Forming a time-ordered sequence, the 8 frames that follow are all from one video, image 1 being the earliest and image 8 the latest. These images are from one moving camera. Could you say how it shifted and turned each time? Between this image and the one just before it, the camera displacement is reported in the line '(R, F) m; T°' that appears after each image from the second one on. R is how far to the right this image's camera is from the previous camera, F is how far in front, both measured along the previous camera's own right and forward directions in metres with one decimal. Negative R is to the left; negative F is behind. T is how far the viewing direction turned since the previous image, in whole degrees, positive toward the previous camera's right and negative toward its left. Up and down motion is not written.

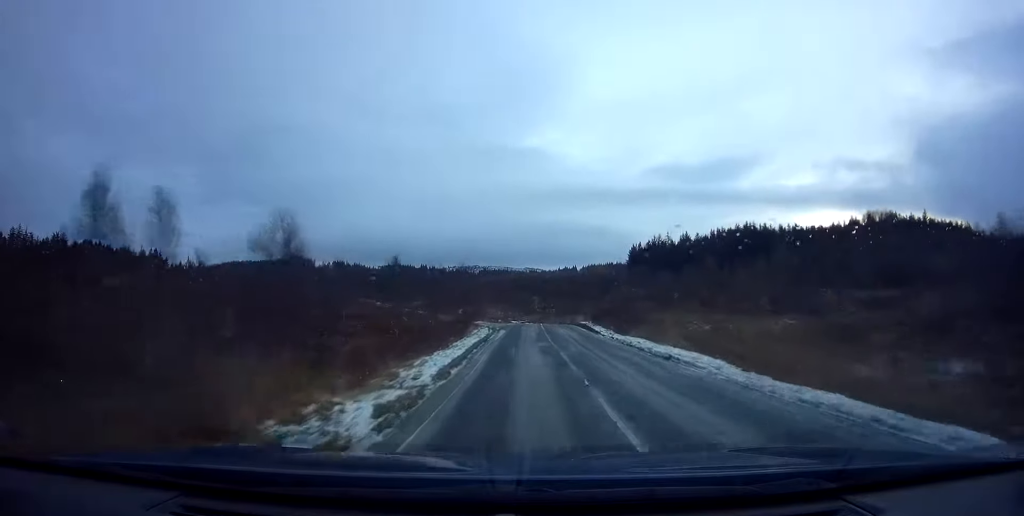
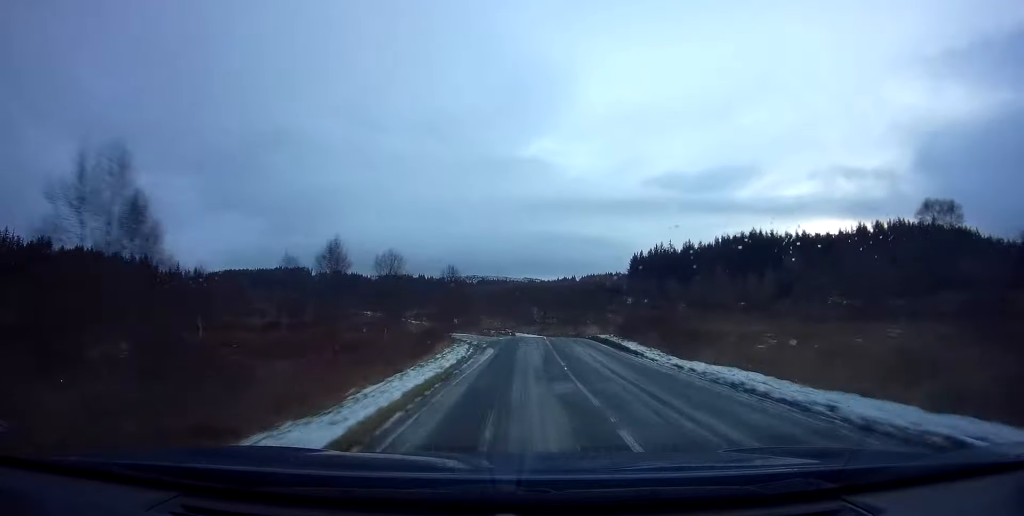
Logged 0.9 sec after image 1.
(+0.1, +10.8) m; 0°
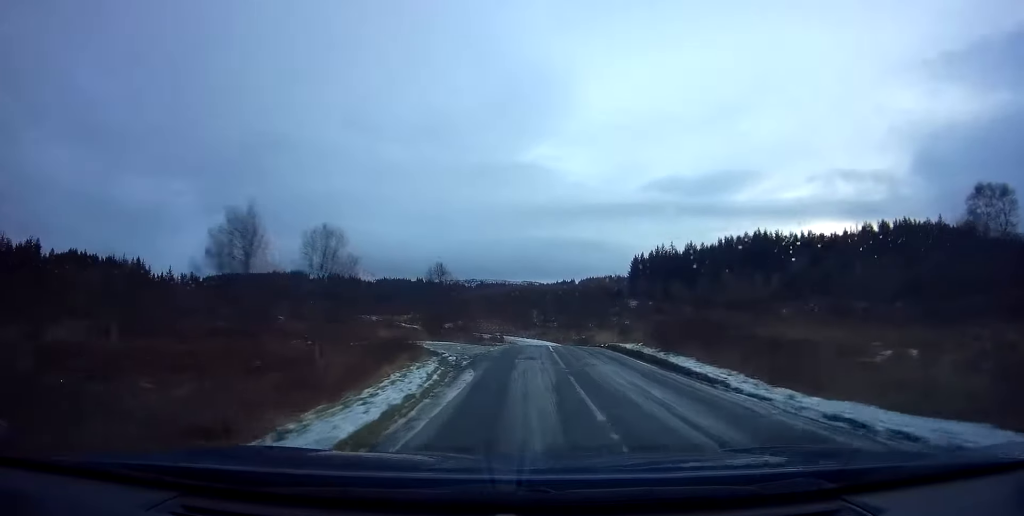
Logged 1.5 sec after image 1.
(0.0, +7.9) m; 0°
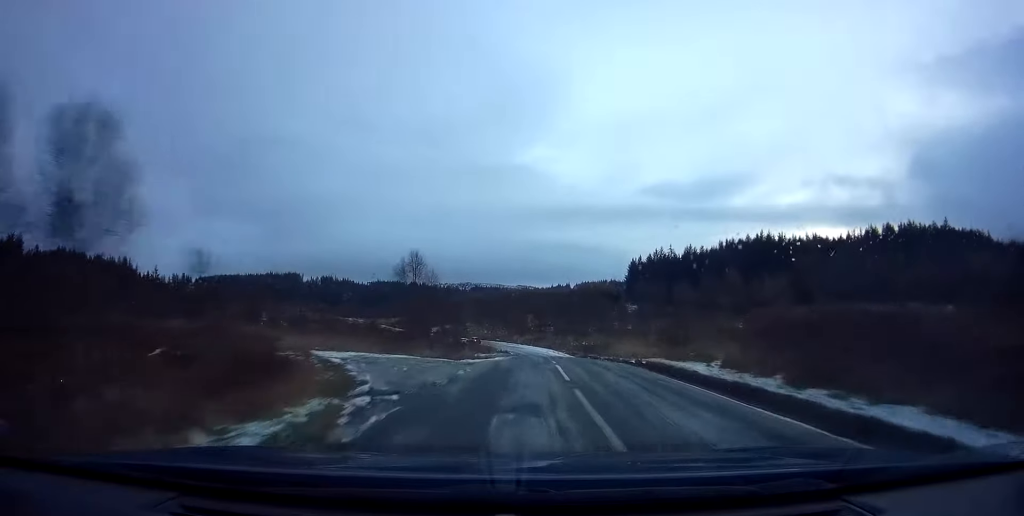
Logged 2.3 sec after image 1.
(0.0, +10.2) m; 0°
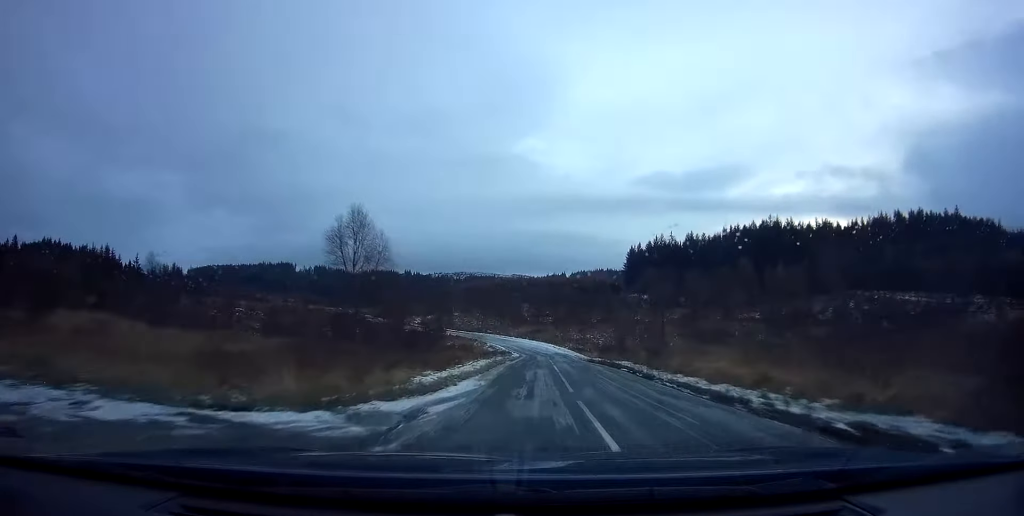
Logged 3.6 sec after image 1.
(+0.1, +14.5) m; +1°
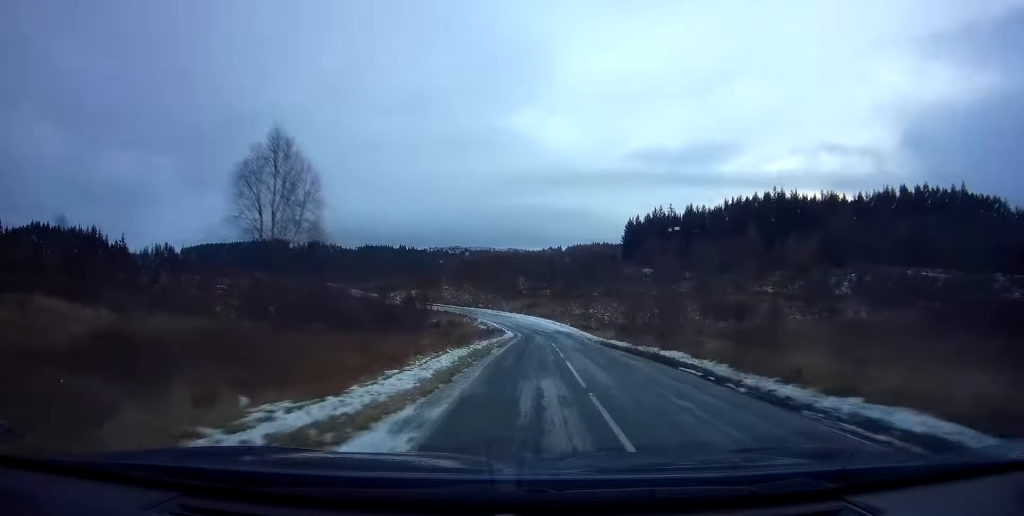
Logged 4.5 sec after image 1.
(0.0, +9.5) m; 0°
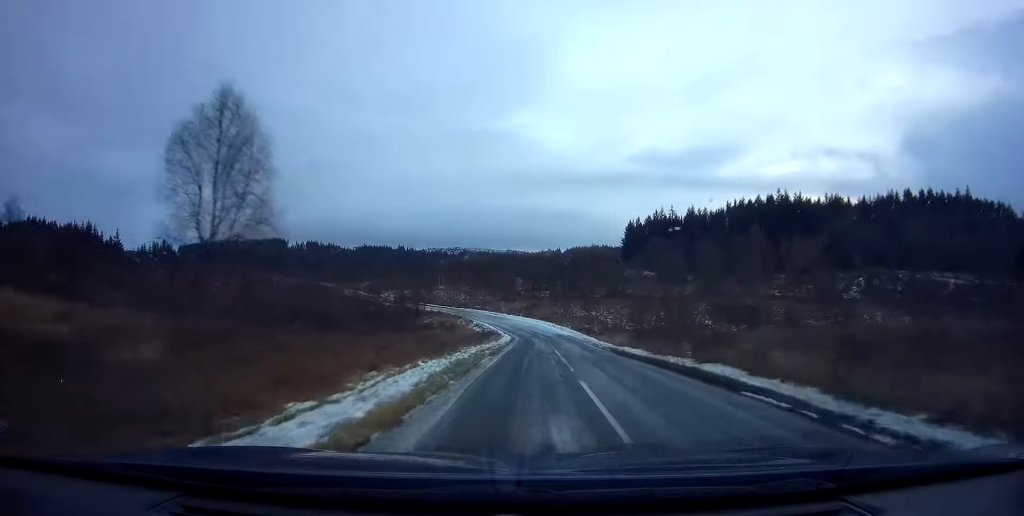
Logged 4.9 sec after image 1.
(0.0, +4.3) m; 0°
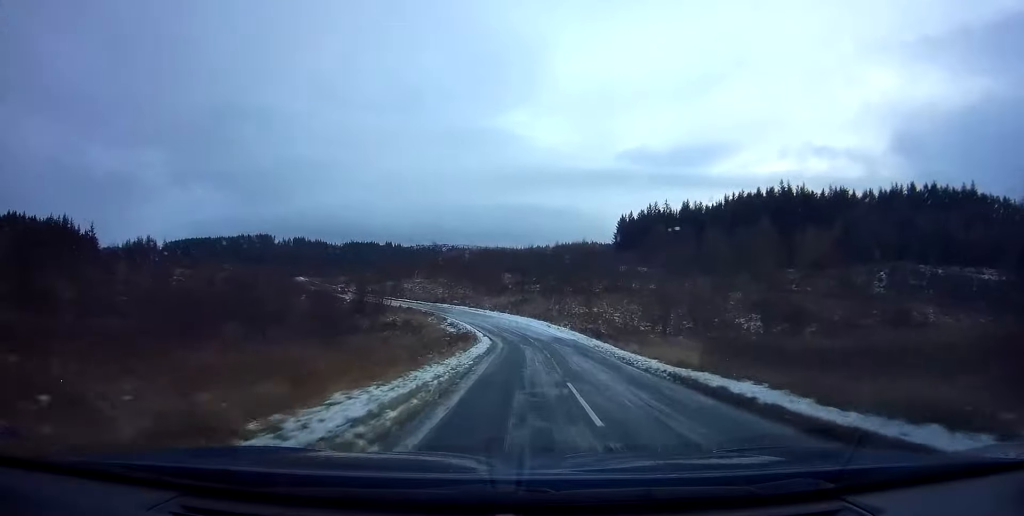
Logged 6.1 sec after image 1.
(+0.1, +13.3) m; +1°
